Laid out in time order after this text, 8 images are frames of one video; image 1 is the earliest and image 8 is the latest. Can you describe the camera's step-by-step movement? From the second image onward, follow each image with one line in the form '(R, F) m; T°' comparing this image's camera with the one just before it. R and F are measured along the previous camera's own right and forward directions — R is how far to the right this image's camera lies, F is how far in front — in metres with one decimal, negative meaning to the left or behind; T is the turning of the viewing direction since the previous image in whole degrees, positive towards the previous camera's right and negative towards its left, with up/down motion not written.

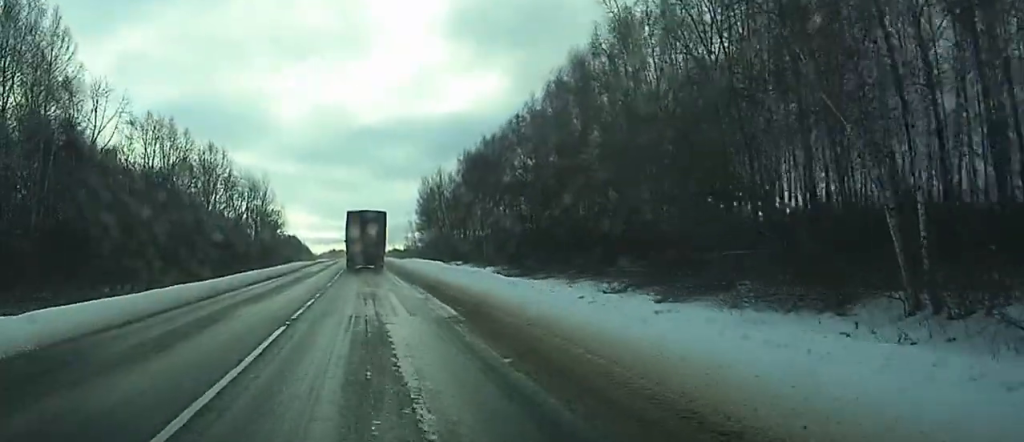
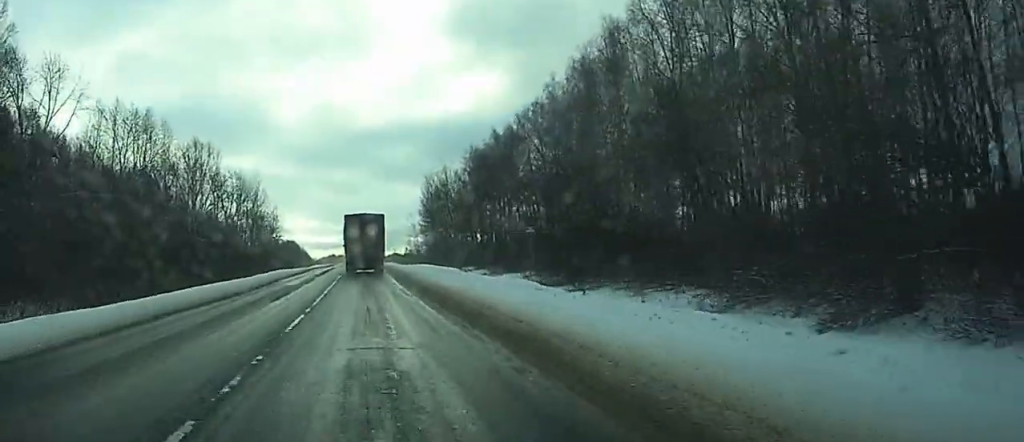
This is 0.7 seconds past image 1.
(0.0, +15.3) m; 0°
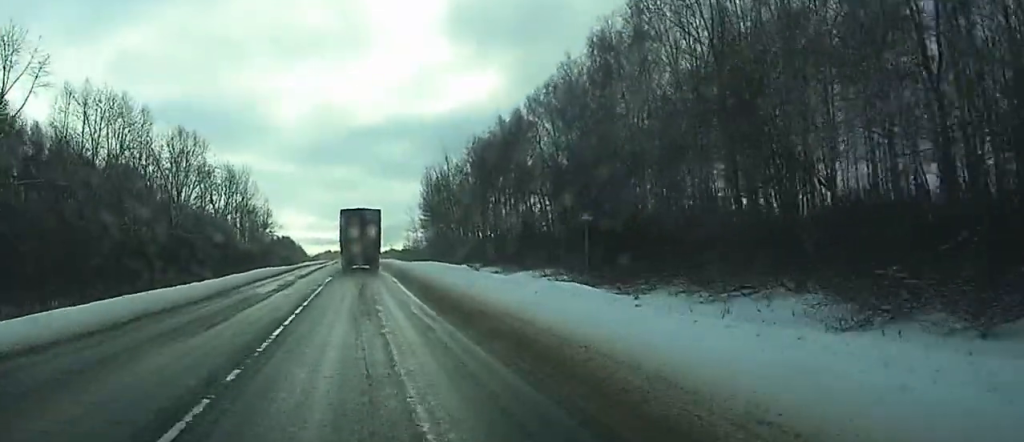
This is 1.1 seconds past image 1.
(0.0, +10.7) m; 0°
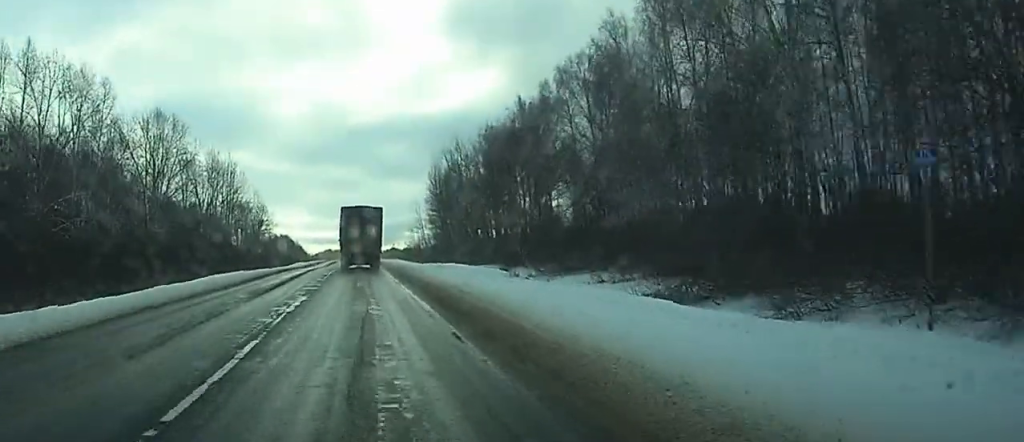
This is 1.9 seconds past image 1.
(+0.1, +18.4) m; 0°
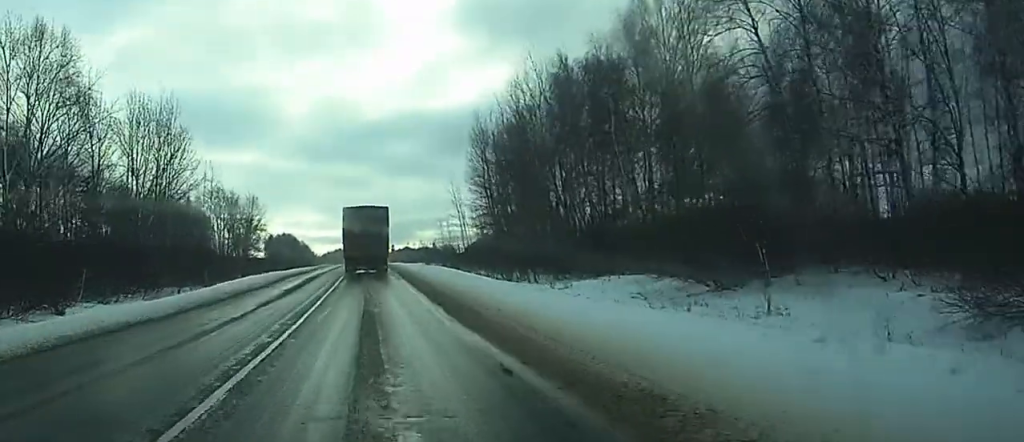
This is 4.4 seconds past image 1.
(-0.1, +56.0) m; -1°
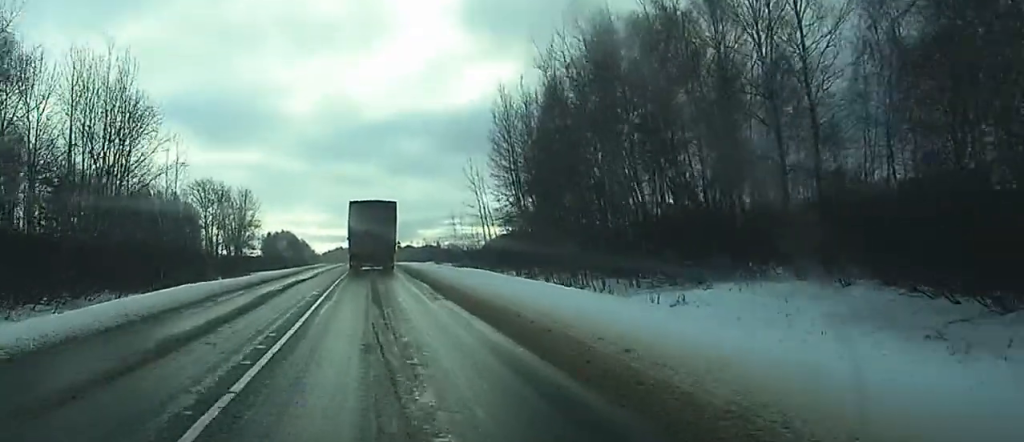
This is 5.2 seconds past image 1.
(-0.2, +19.8) m; 0°
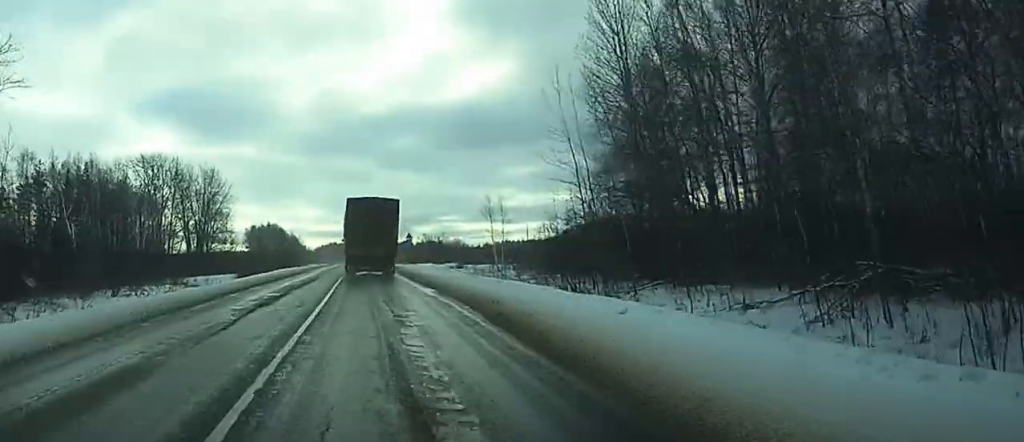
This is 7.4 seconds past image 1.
(0.0, +48.2) m; 0°
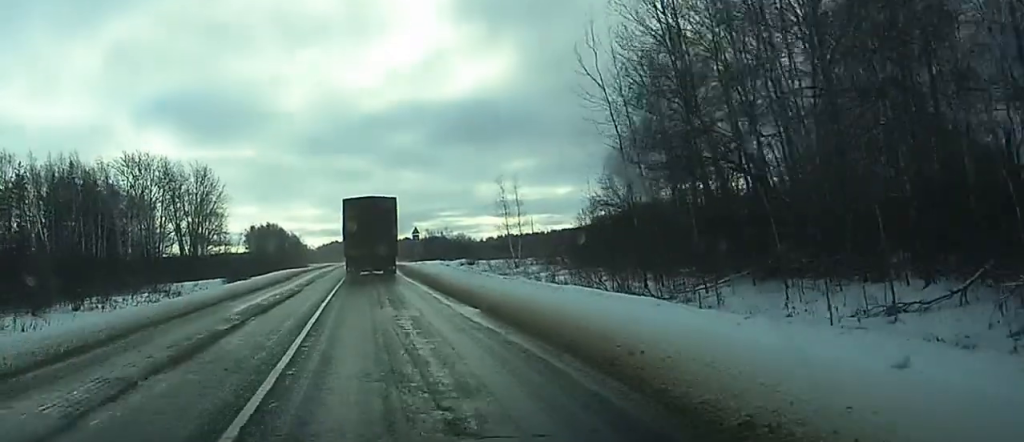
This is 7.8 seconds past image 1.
(0.0, +9.7) m; 0°
